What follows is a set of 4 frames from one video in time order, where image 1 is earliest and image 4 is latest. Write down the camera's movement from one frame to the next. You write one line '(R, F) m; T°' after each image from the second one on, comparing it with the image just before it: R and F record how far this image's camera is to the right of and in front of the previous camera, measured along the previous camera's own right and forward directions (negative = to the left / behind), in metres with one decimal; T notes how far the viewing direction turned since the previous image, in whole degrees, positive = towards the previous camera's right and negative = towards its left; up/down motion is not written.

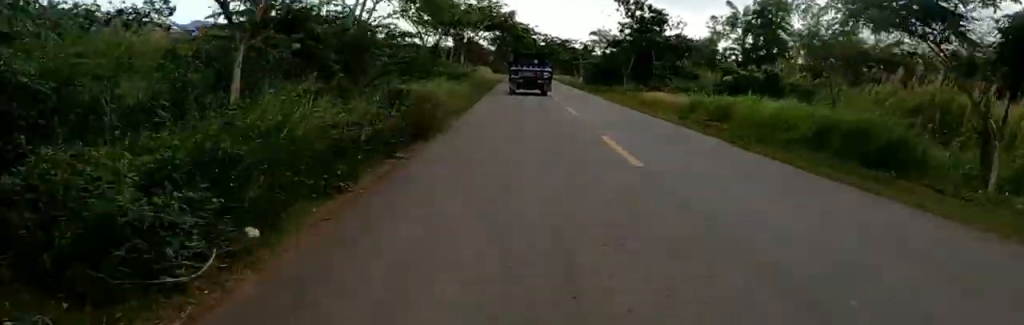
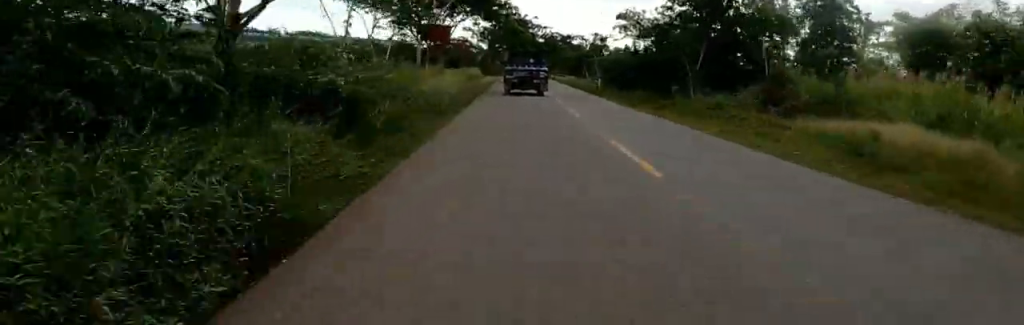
(+0.1, +17.3) m; +2°
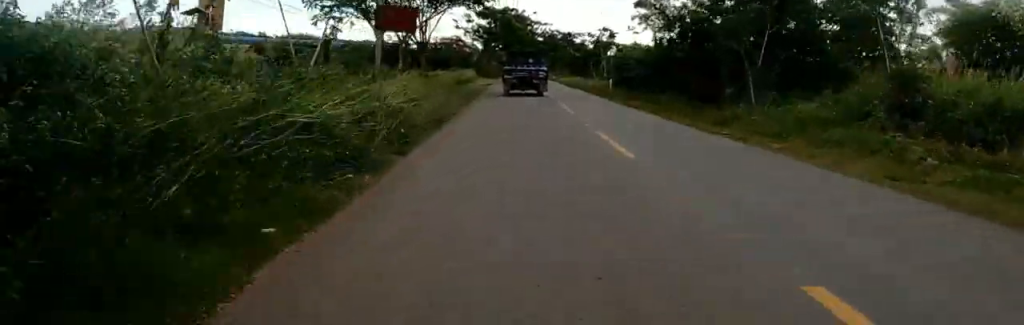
(+0.1, +6.6) m; +1°
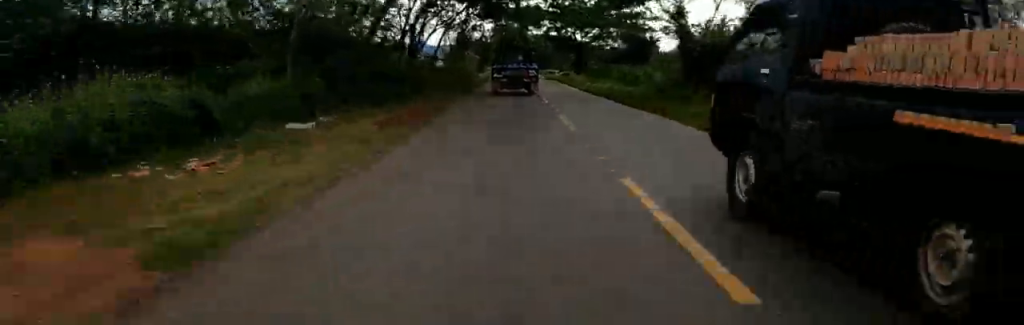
(+0.2, +52.4) m; +5°
